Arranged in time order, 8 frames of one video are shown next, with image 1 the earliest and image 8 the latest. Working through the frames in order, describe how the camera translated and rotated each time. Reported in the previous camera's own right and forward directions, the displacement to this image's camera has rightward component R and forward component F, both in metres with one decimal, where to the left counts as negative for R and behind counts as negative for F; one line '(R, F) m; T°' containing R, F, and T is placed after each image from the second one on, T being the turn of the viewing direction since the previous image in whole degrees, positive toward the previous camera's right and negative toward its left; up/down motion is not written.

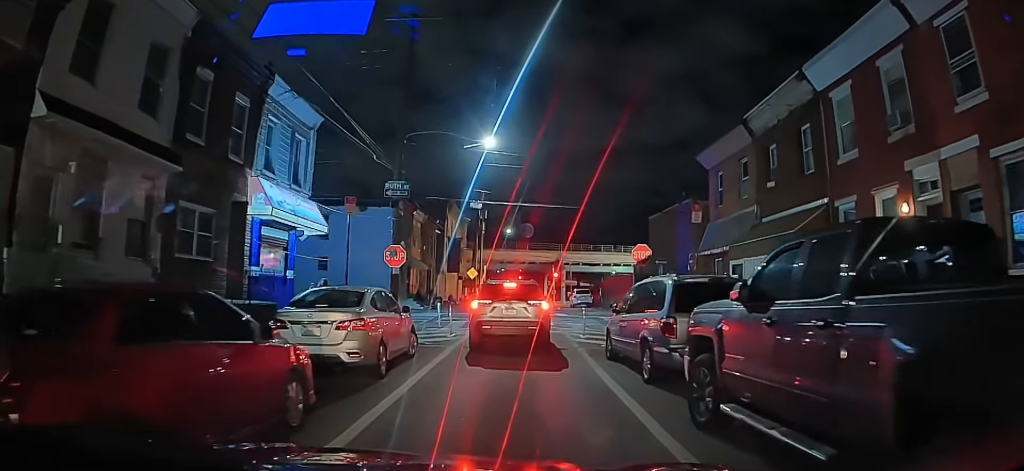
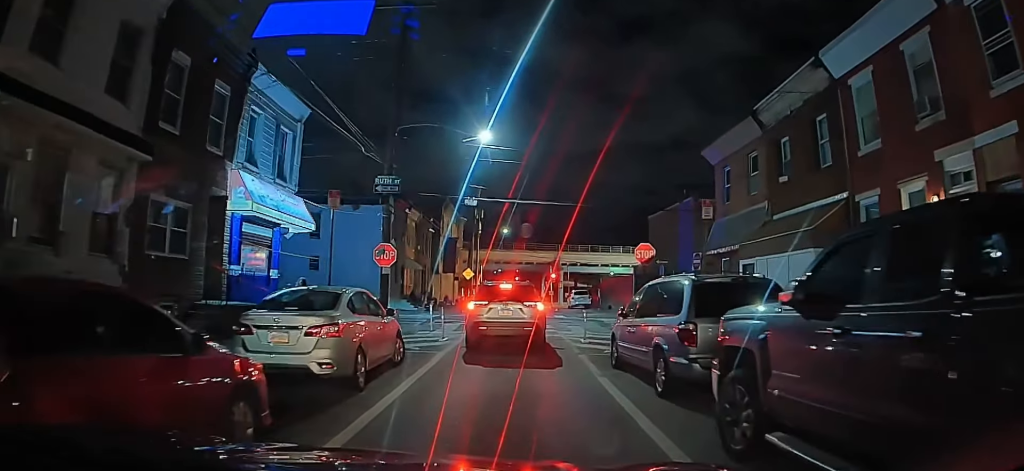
(0.0, +1.1) m; +1°
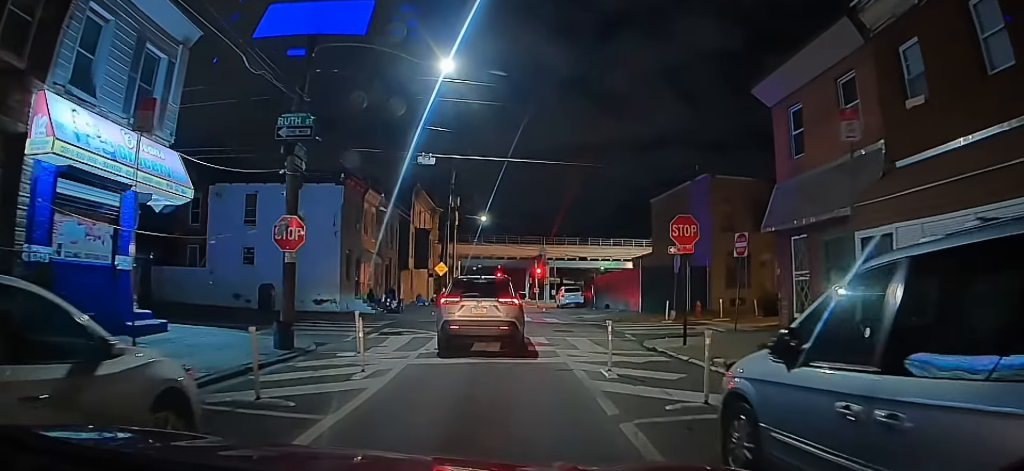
(+0.8, +7.0) m; +6°
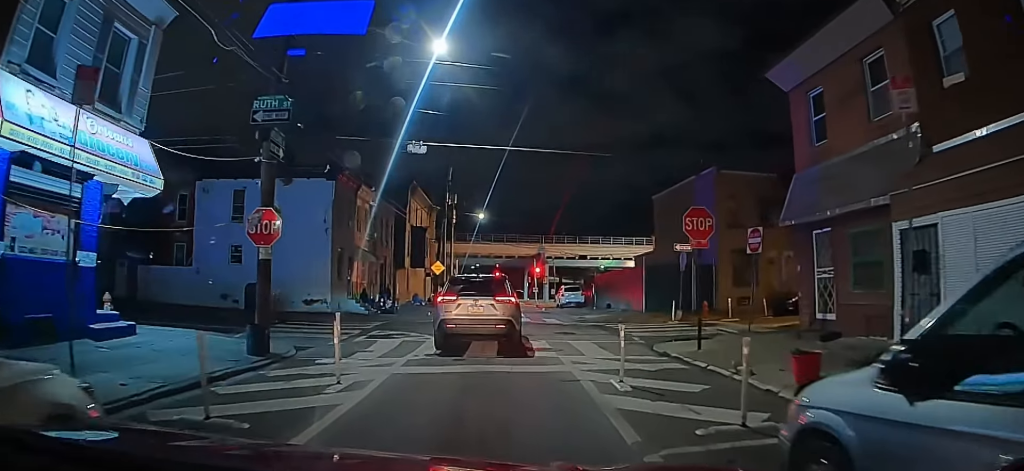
(0.0, +1.2) m; -1°
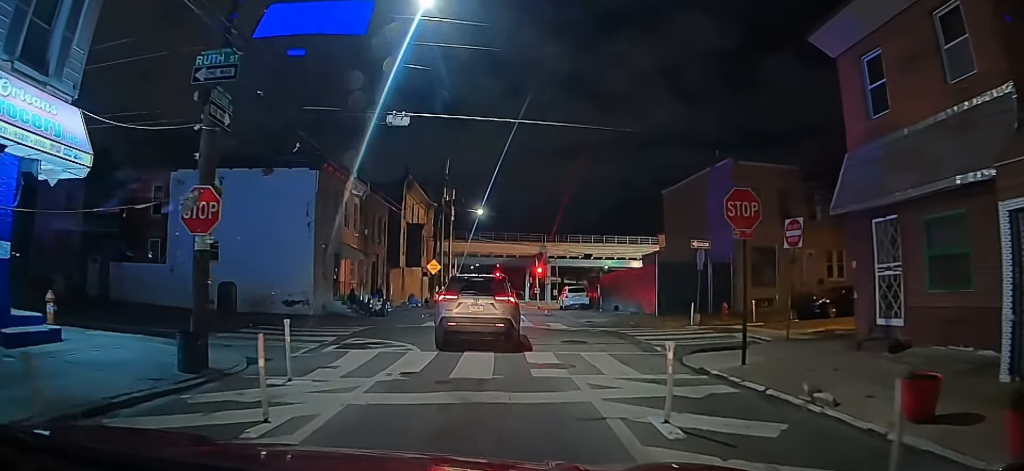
(-0.1, +2.4) m; -4°
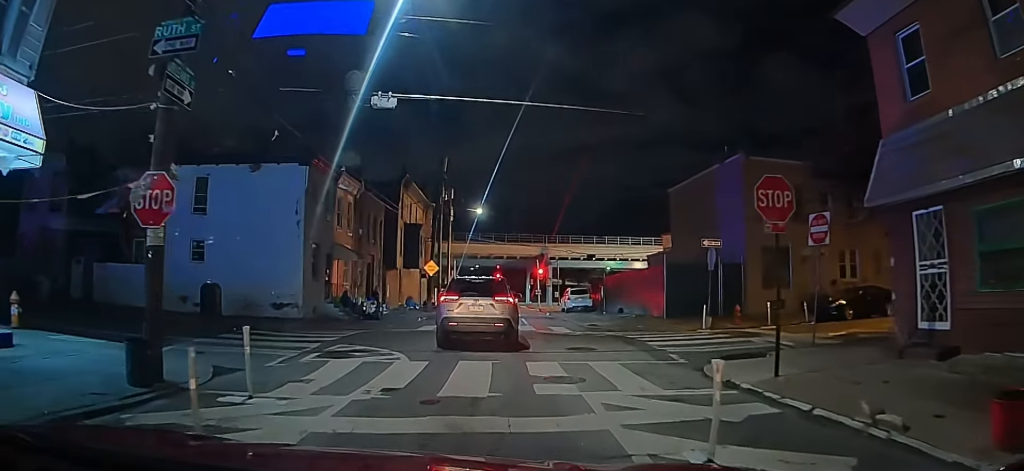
(0.0, +1.2) m; +2°
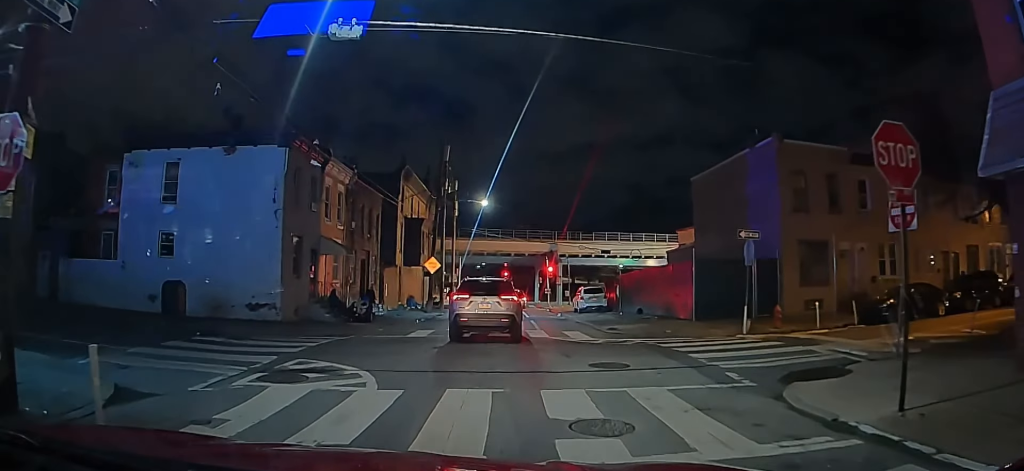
(+0.2, +2.6) m; +6°
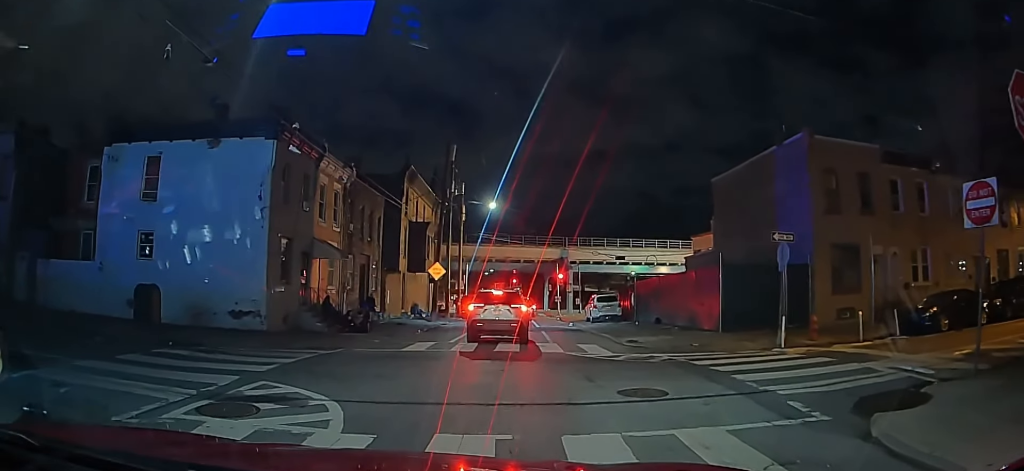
(0.0, +1.7) m; +2°
